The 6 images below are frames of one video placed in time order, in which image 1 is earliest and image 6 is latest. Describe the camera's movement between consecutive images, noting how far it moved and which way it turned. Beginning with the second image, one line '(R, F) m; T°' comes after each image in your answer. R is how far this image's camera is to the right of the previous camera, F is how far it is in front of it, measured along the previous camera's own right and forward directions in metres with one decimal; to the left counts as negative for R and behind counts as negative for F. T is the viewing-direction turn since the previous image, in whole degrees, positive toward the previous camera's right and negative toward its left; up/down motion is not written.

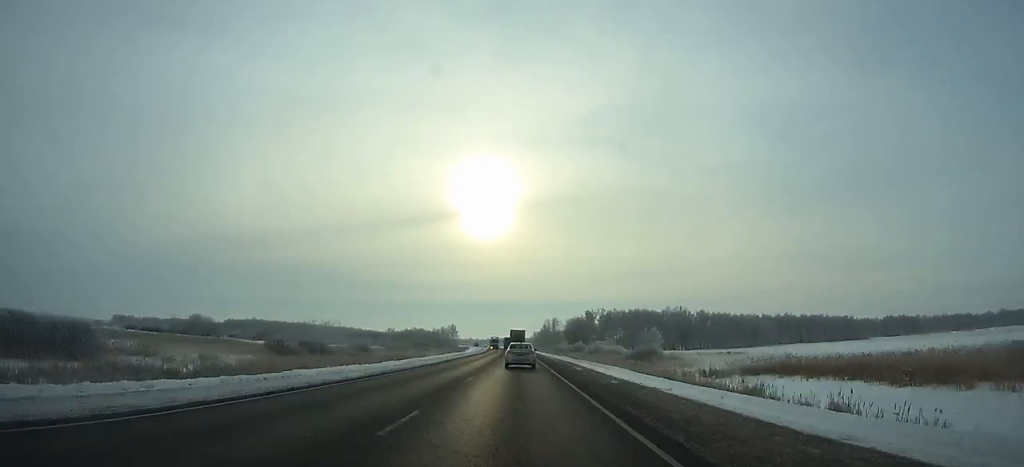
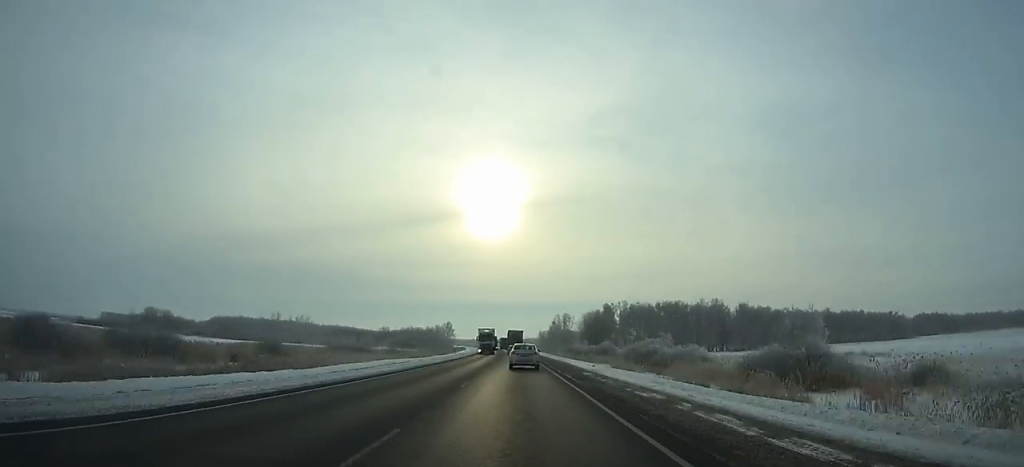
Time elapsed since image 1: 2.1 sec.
(-0.3, +50.9) m; -1°
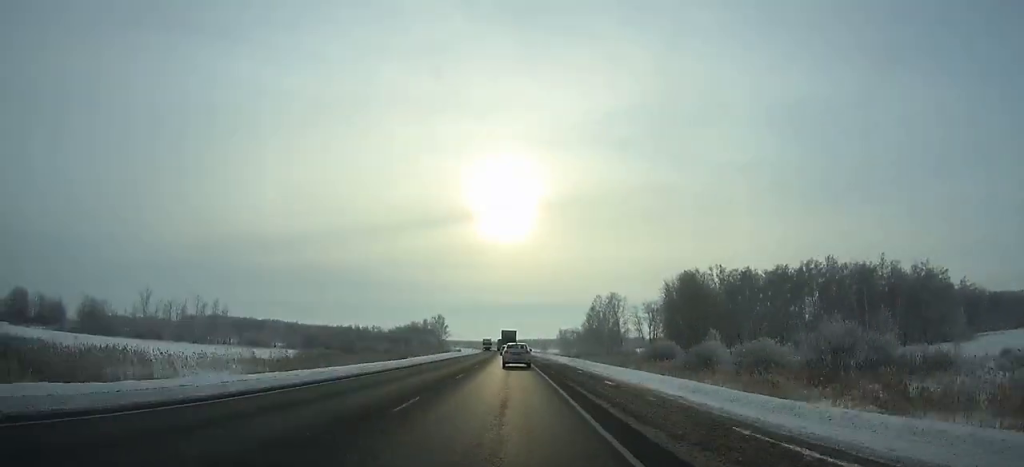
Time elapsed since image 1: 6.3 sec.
(-1.4, +103.4) m; -2°
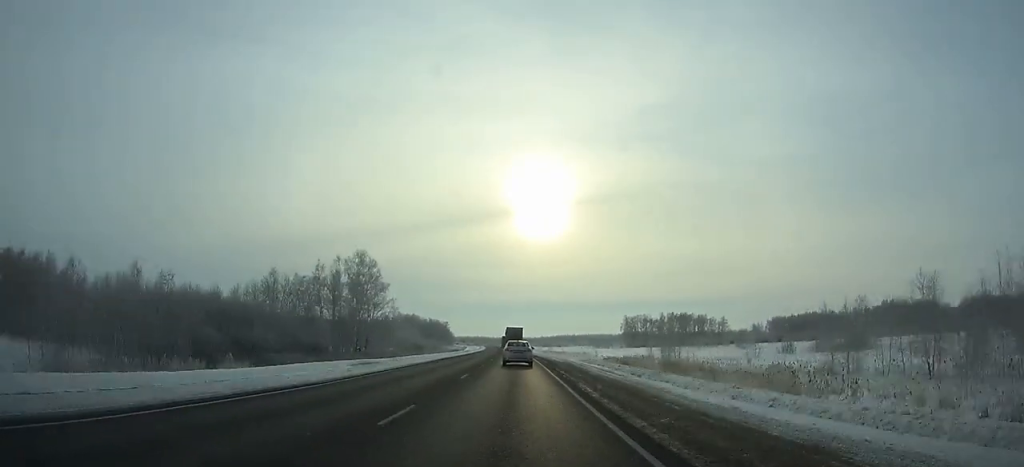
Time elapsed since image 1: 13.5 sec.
(-5.3, +180.4) m; -3°
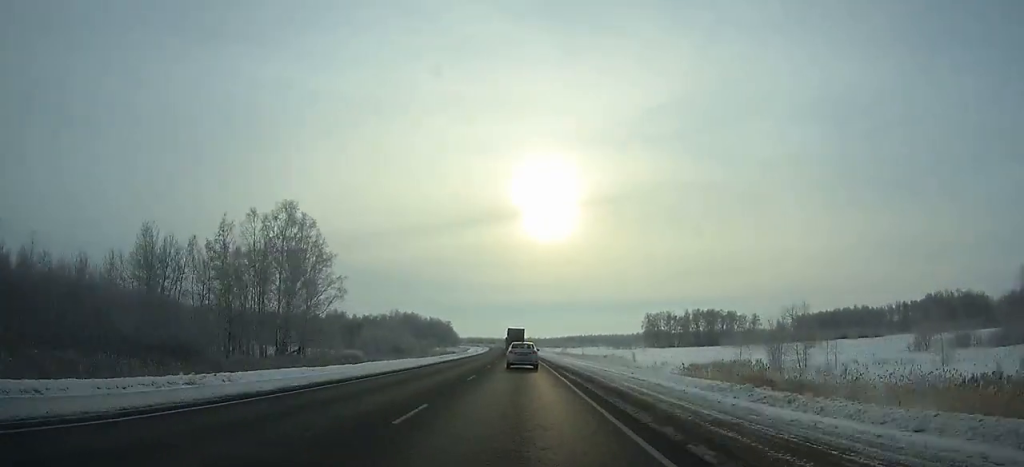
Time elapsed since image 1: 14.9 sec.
(-0.1, +34.9) m; -1°
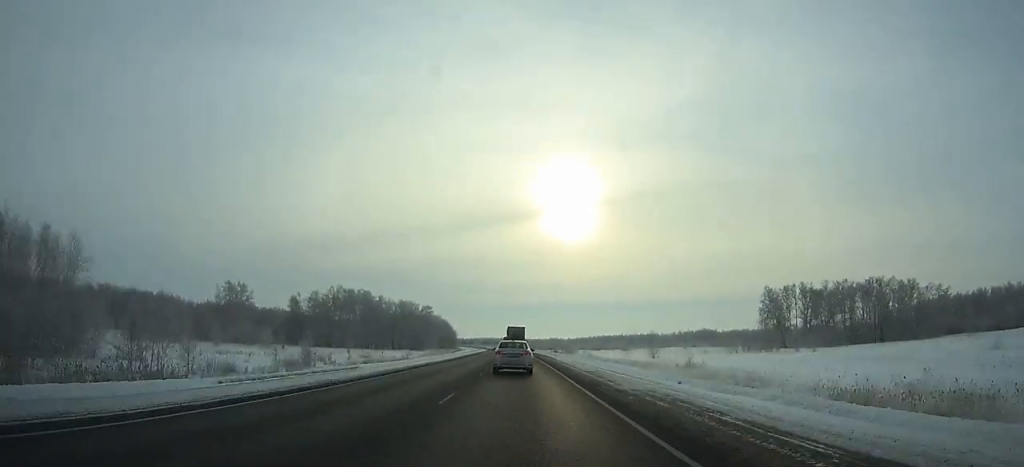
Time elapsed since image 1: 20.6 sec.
(-3.1, +137.6) m; -2°
